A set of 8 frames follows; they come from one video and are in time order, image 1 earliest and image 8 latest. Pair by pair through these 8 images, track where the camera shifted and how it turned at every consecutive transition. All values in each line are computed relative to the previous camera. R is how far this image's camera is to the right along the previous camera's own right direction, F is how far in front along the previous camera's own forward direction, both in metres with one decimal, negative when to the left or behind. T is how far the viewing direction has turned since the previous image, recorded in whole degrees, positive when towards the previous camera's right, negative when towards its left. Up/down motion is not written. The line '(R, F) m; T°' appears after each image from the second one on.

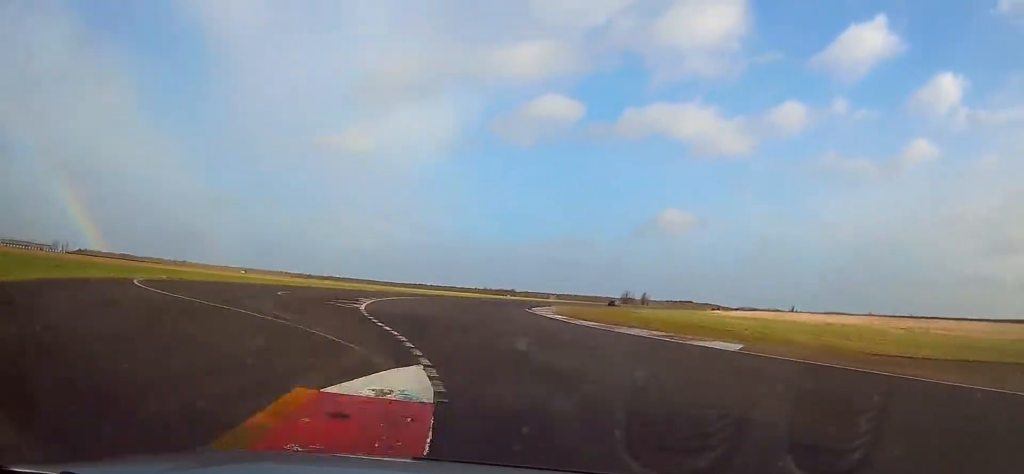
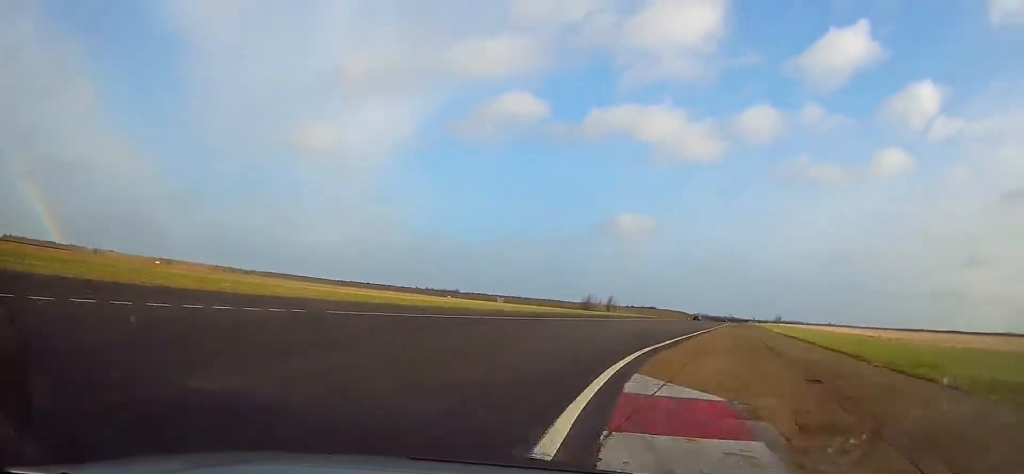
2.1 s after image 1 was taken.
(-6.7, +68.3) m; -1°
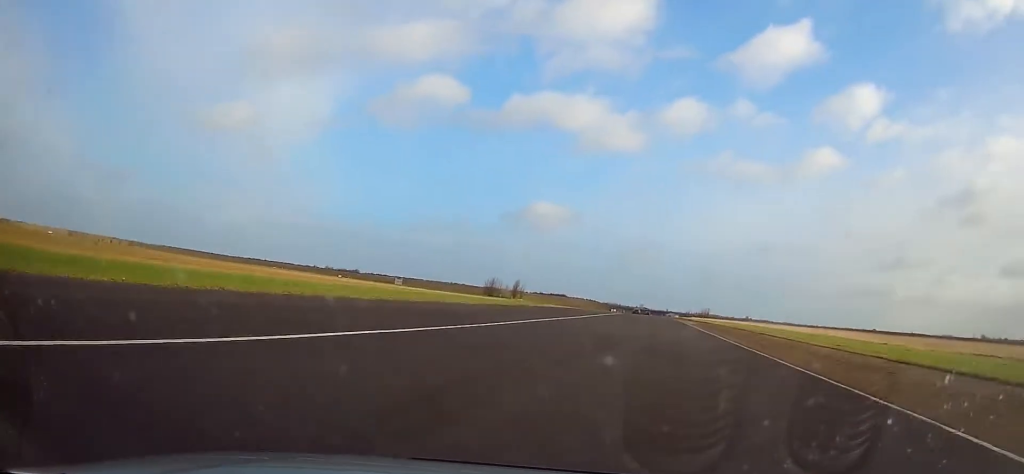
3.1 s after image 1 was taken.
(+3.2, +39.7) m; +8°
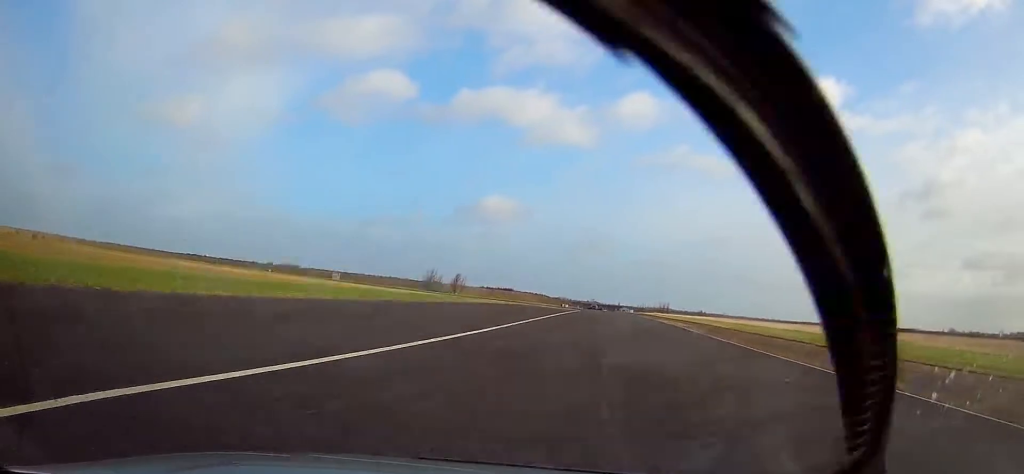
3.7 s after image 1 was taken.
(+0.8, +28.5) m; +4°
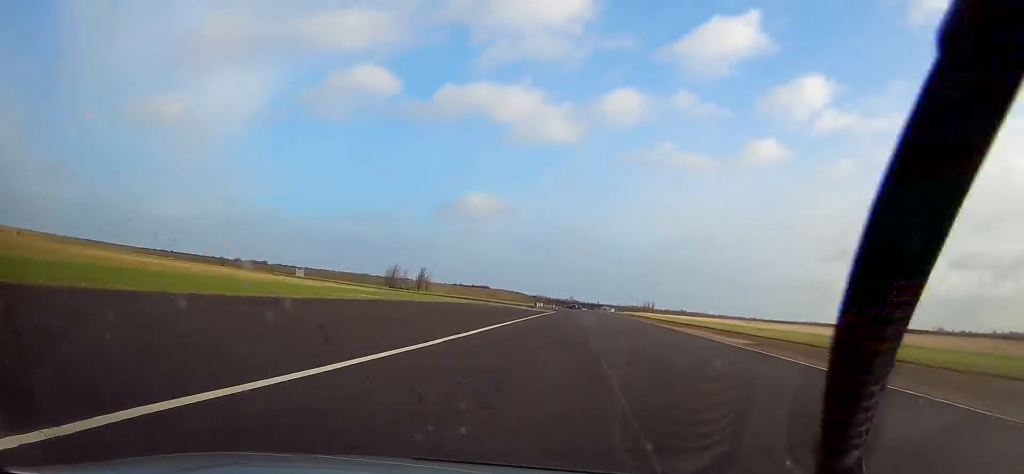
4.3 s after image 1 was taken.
(+1.2, +28.0) m; +2°
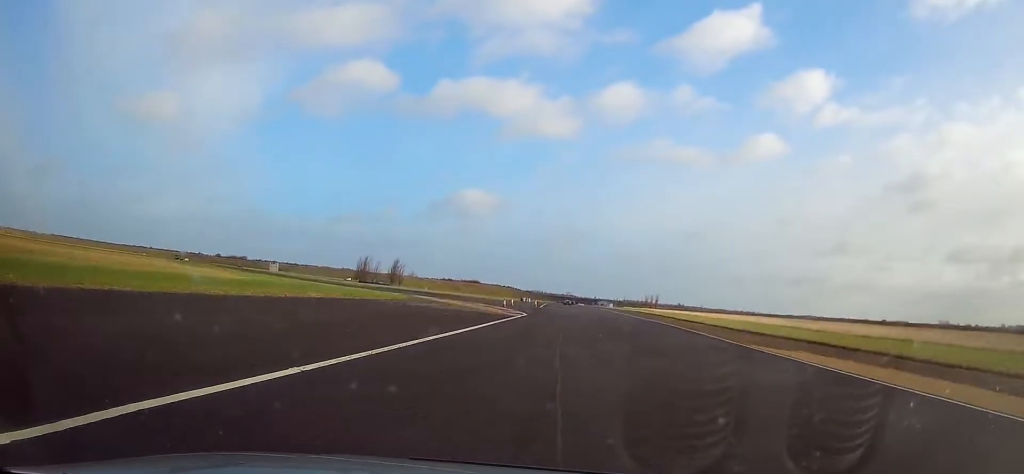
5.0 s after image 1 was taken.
(+0.7, +32.0) m; +1°
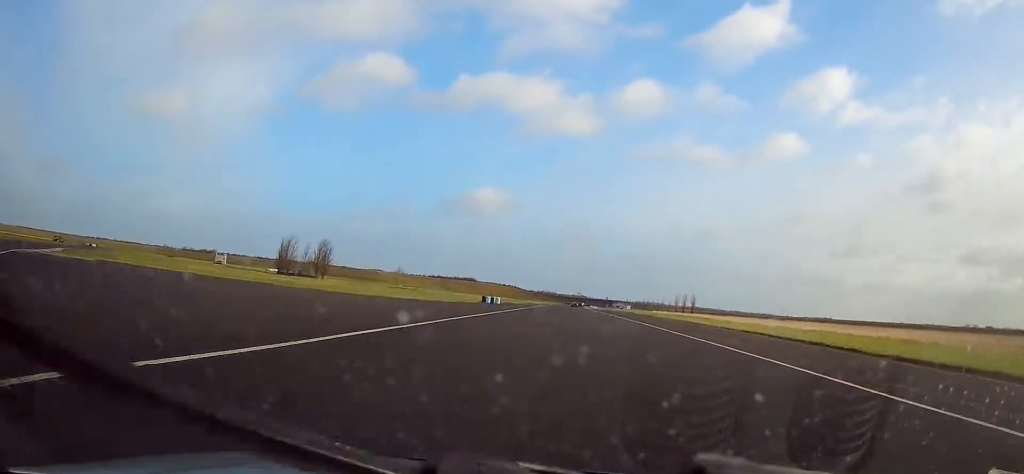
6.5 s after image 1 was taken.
(+0.5, +74.8) m; 0°
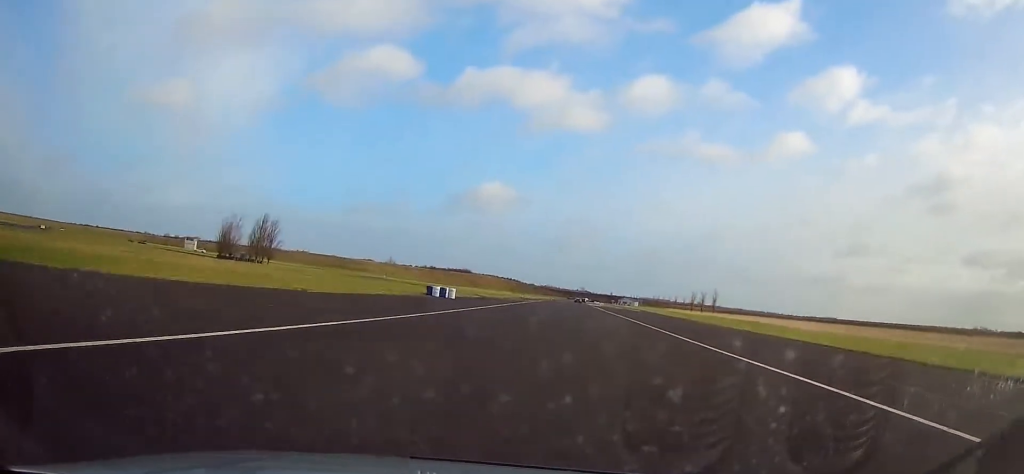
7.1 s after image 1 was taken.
(-0.1, +31.9) m; 0°
